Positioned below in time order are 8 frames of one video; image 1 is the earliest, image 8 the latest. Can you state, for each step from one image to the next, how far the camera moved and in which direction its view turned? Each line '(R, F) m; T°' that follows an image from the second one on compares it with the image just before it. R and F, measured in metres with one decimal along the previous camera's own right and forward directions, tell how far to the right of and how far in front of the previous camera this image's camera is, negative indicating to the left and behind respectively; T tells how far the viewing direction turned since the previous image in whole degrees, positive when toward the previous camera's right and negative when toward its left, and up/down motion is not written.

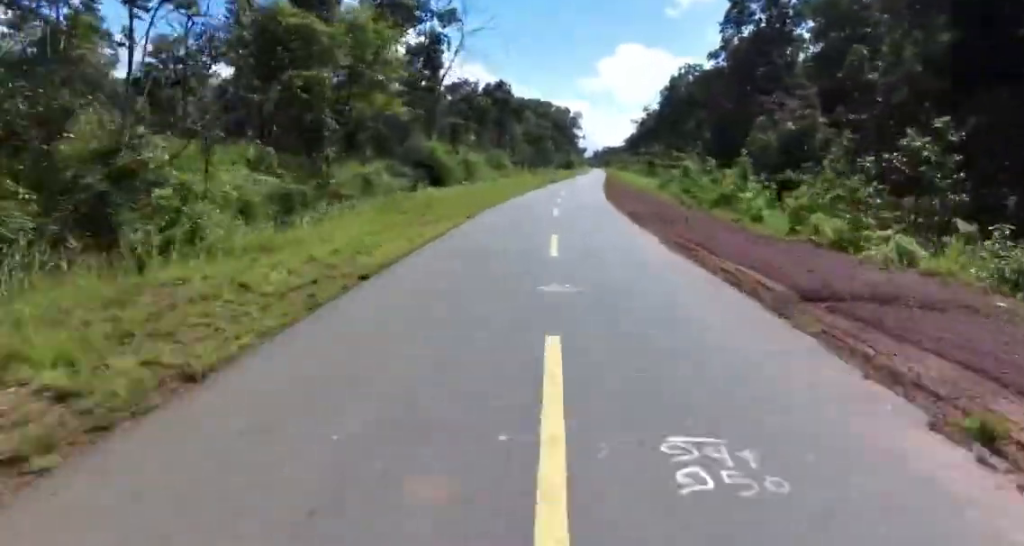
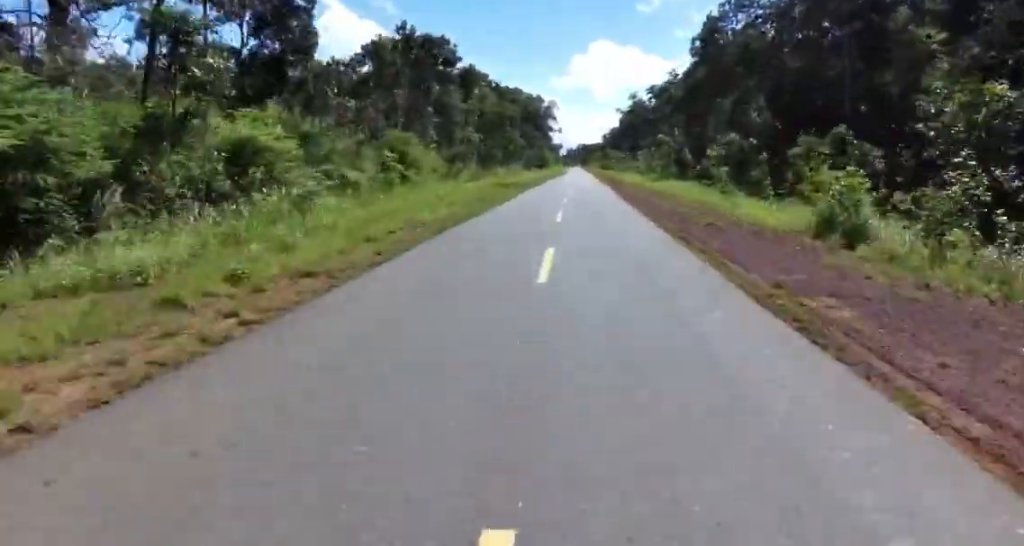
(+1.0, +37.2) m; +2°
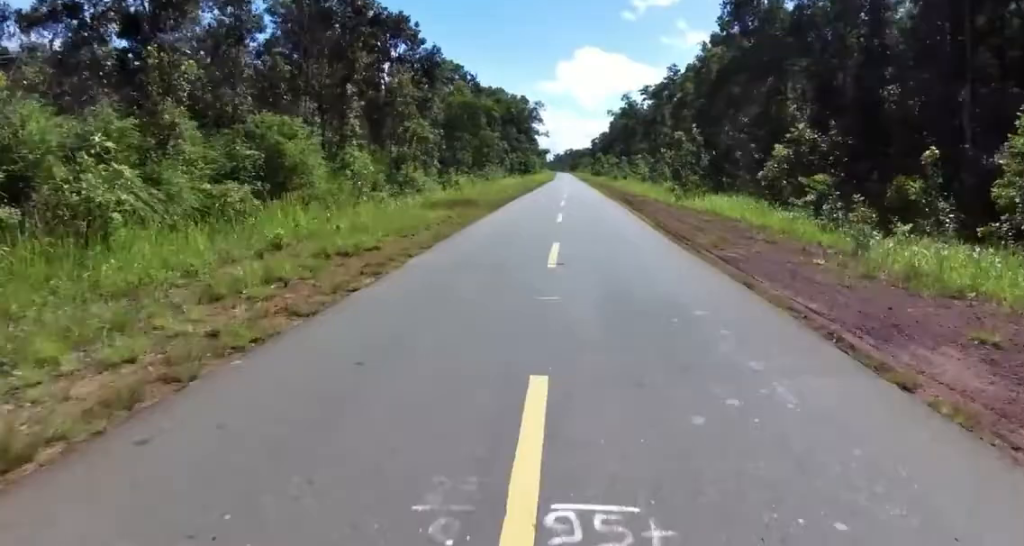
(0.0, +14.3) m; 0°
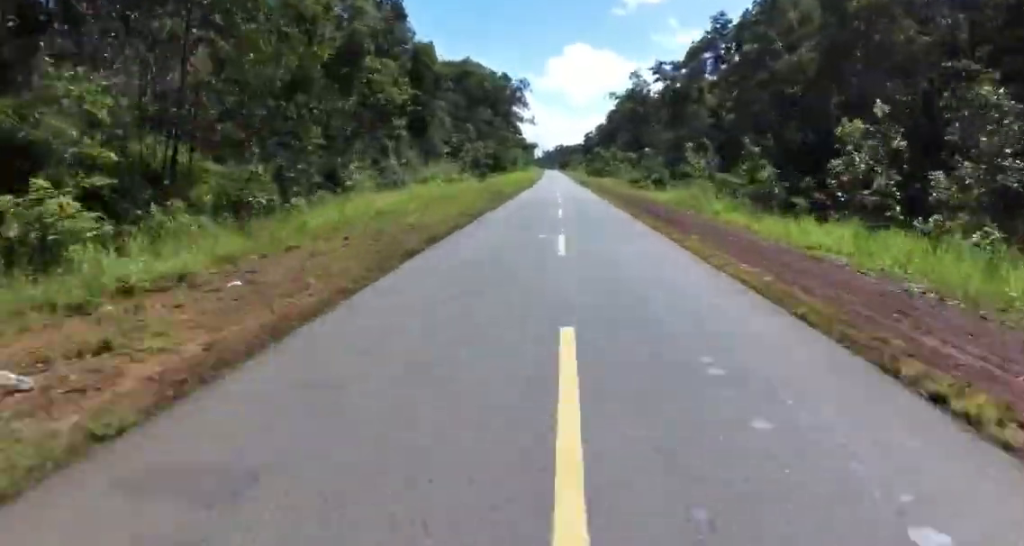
(-0.2, +40.4) m; 0°
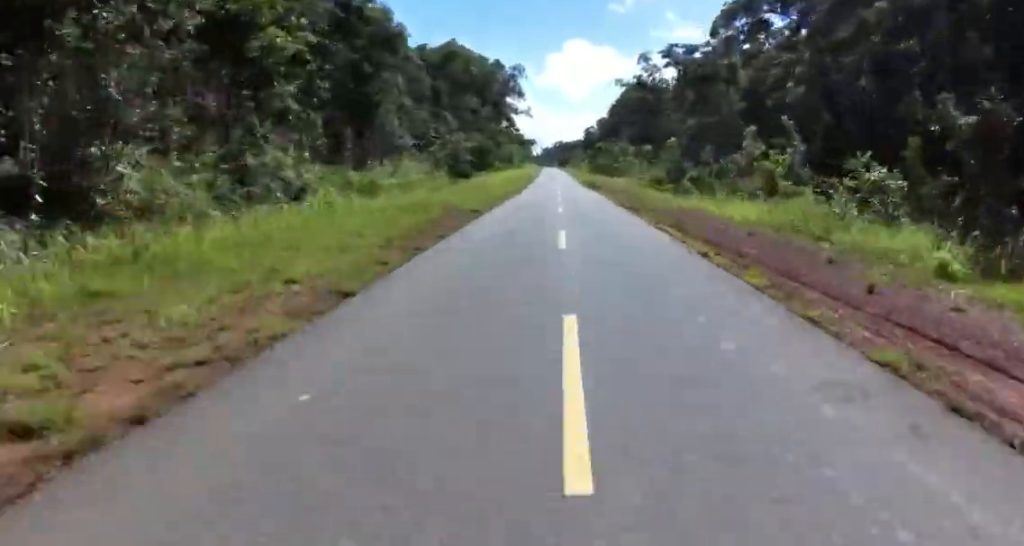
(0.0, +15.4) m; 0°
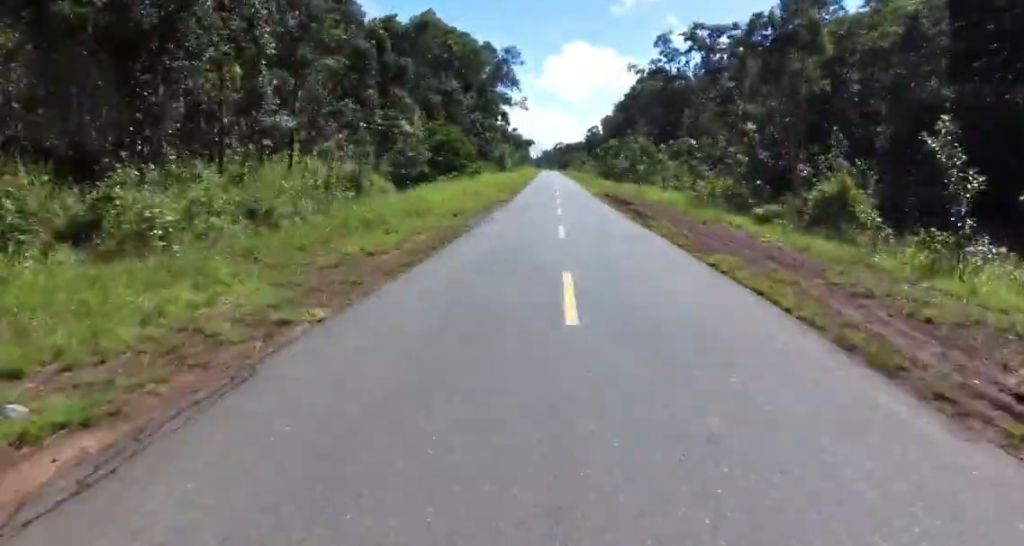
(+0.1, +23.2) m; 0°
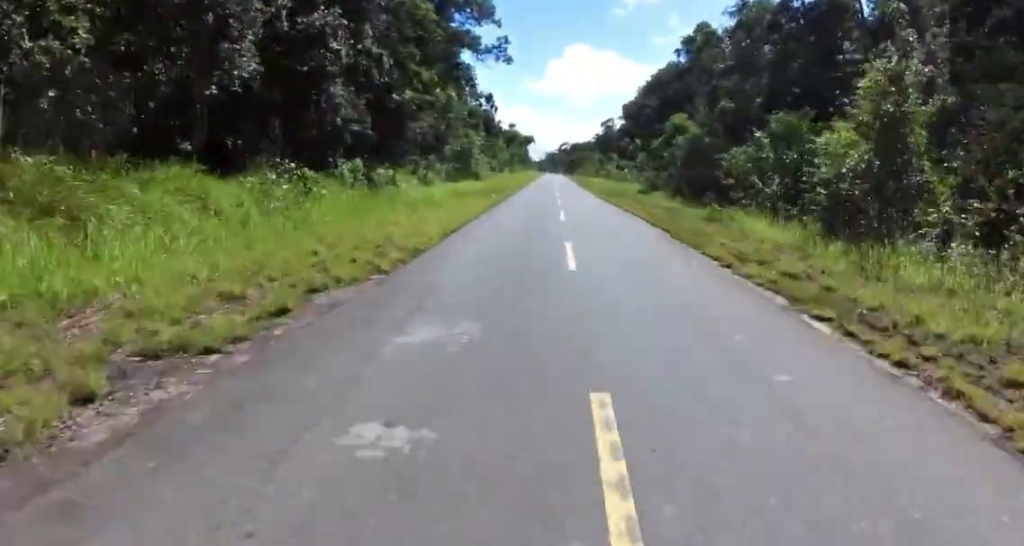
(0.0, +53.4) m; 0°
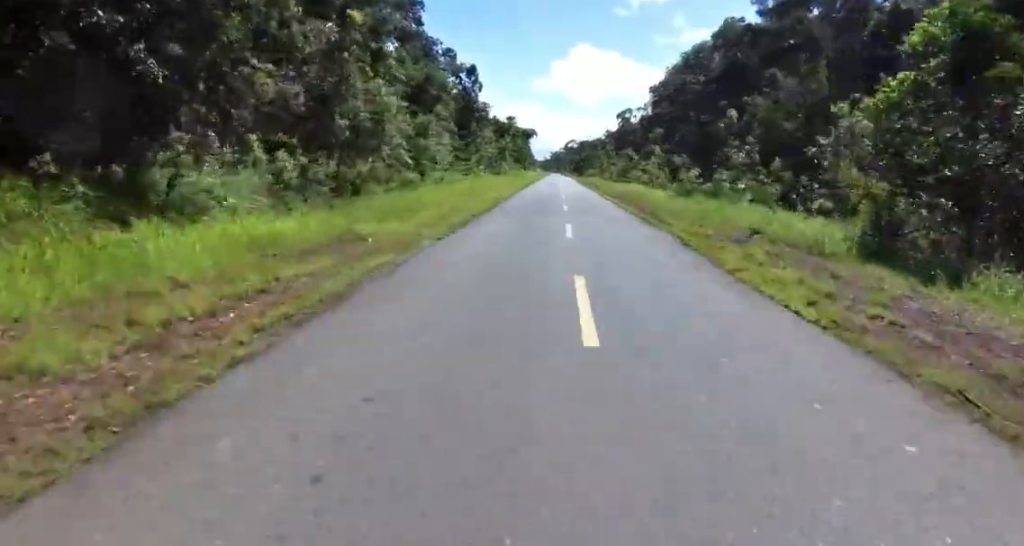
(0.0, +37.8) m; +1°
